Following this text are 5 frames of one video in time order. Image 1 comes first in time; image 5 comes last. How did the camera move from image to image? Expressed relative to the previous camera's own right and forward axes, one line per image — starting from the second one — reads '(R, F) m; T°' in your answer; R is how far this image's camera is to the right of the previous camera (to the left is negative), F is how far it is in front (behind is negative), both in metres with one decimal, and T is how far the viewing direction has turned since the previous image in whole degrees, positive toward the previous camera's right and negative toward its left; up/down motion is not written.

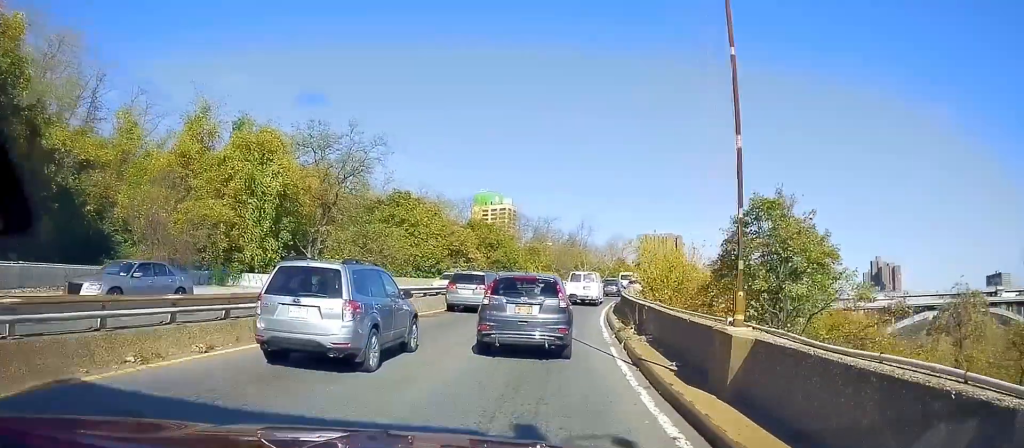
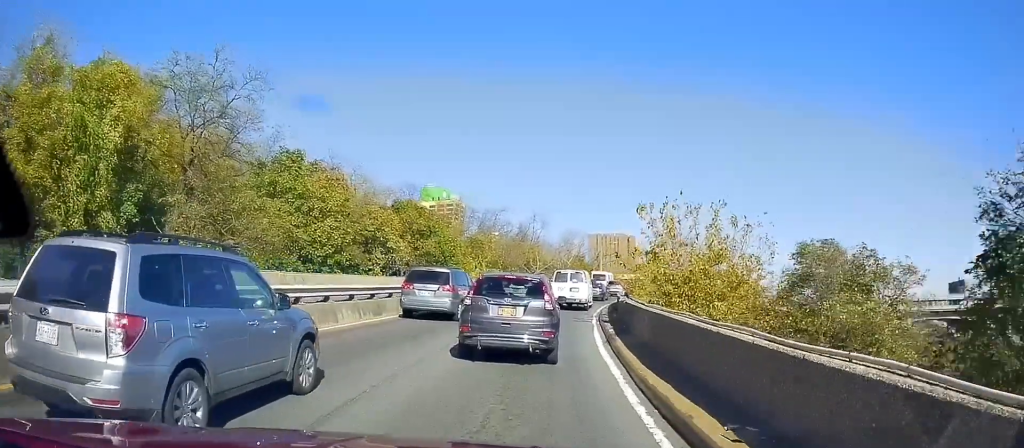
(+0.7, +16.1) m; +5°
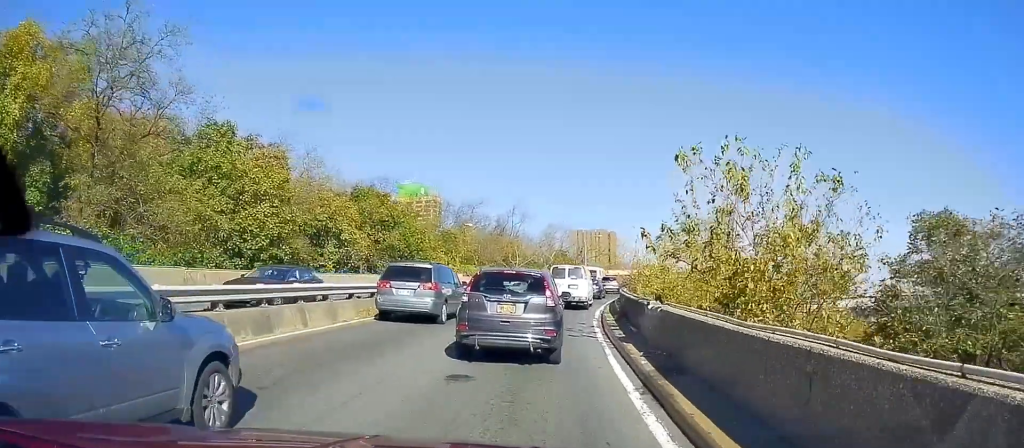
(+0.1, +8.2) m; +3°
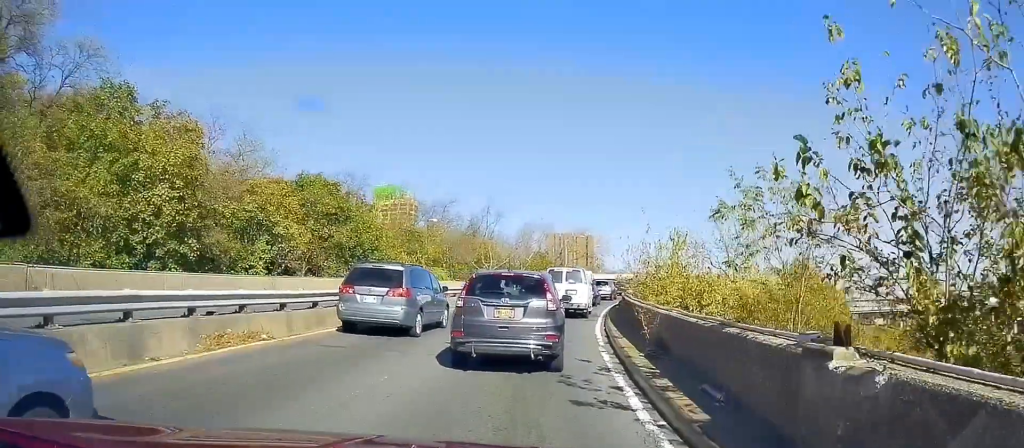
(+0.4, +9.3) m; 0°
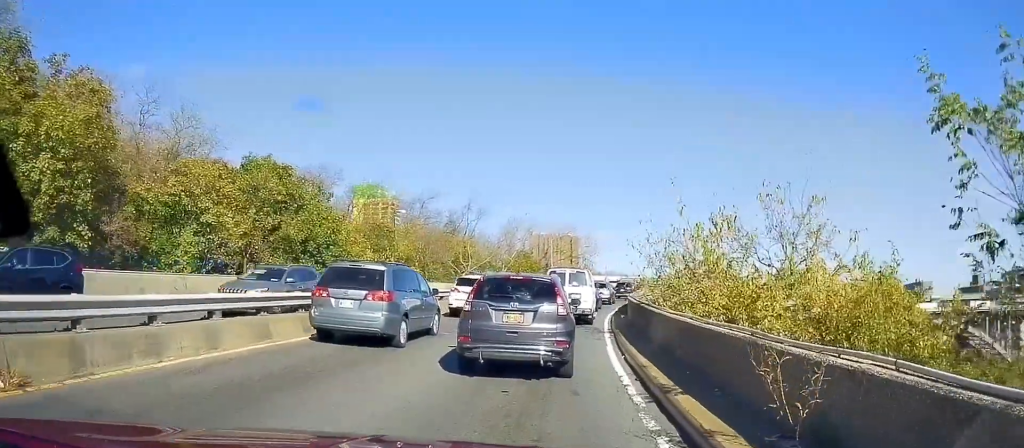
(-0.6, +8.5) m; -1°
